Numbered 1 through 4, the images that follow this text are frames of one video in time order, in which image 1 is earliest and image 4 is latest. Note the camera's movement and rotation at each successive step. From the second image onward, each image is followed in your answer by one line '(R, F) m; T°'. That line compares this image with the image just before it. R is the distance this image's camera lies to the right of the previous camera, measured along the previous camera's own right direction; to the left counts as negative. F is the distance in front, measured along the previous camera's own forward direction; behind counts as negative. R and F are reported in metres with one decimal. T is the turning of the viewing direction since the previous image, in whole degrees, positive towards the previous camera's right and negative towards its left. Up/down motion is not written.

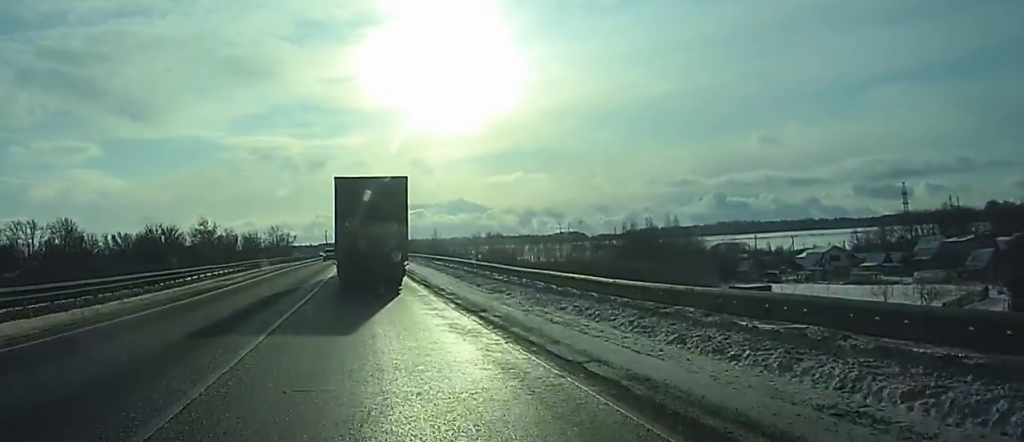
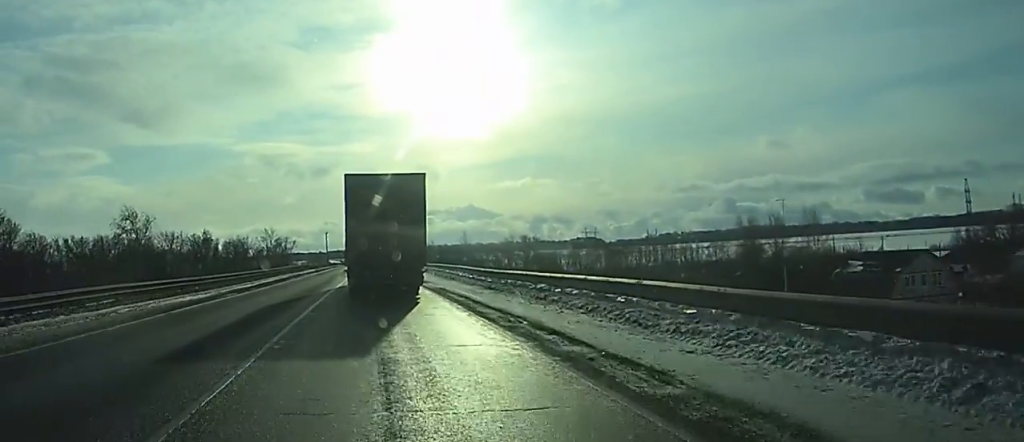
(-0.5, +60.6) m; 0°
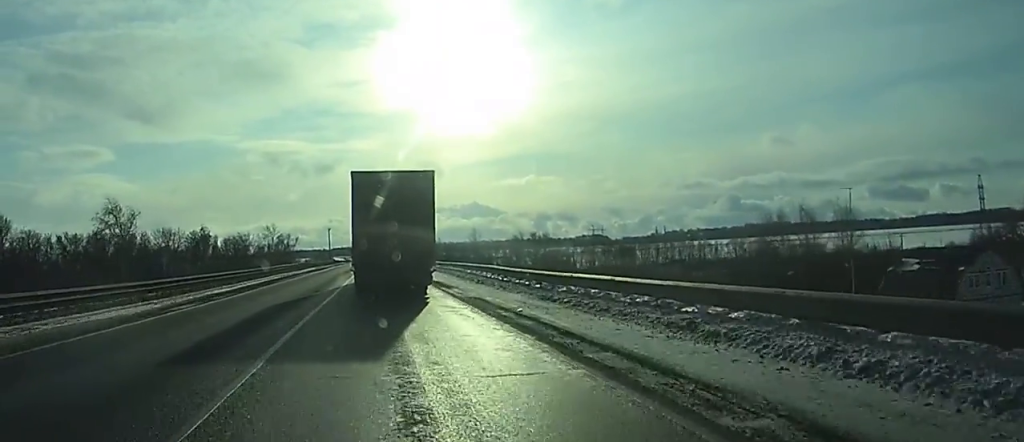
(0.0, +9.5) m; 0°
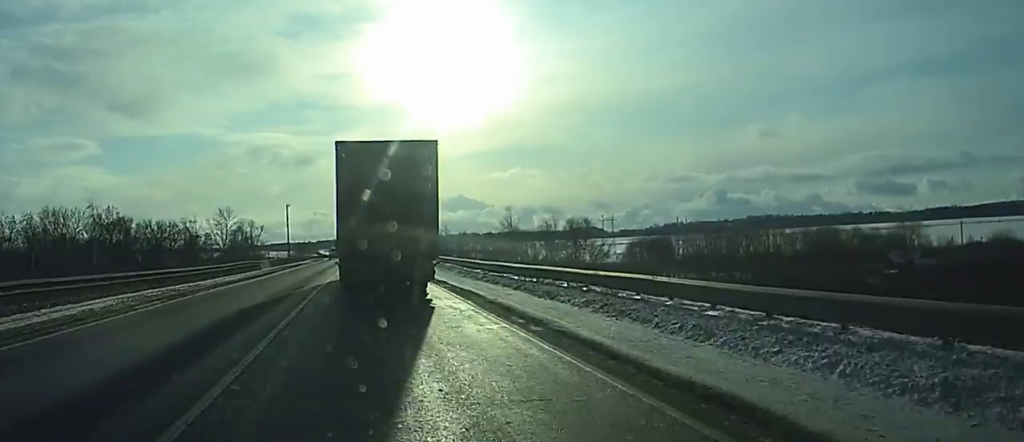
(+0.1, +75.5) m; 0°
